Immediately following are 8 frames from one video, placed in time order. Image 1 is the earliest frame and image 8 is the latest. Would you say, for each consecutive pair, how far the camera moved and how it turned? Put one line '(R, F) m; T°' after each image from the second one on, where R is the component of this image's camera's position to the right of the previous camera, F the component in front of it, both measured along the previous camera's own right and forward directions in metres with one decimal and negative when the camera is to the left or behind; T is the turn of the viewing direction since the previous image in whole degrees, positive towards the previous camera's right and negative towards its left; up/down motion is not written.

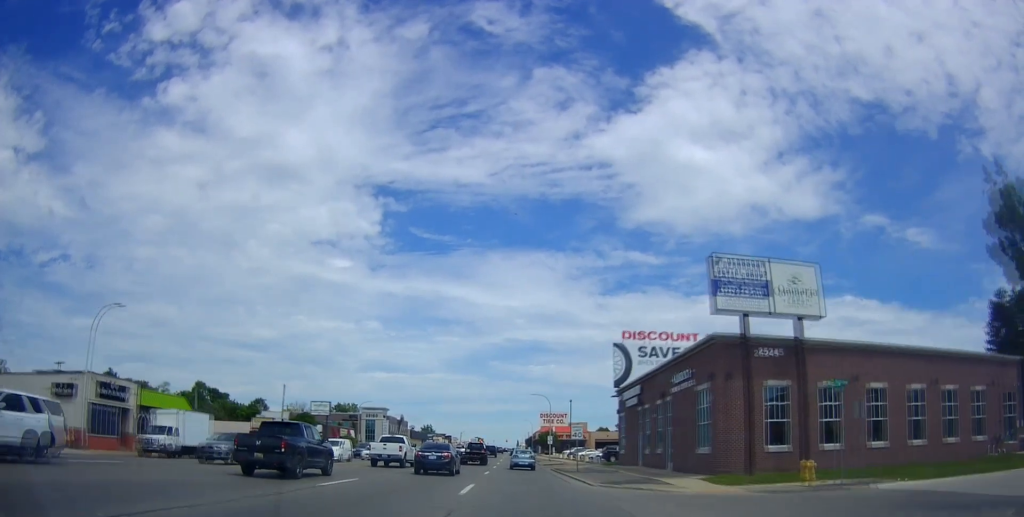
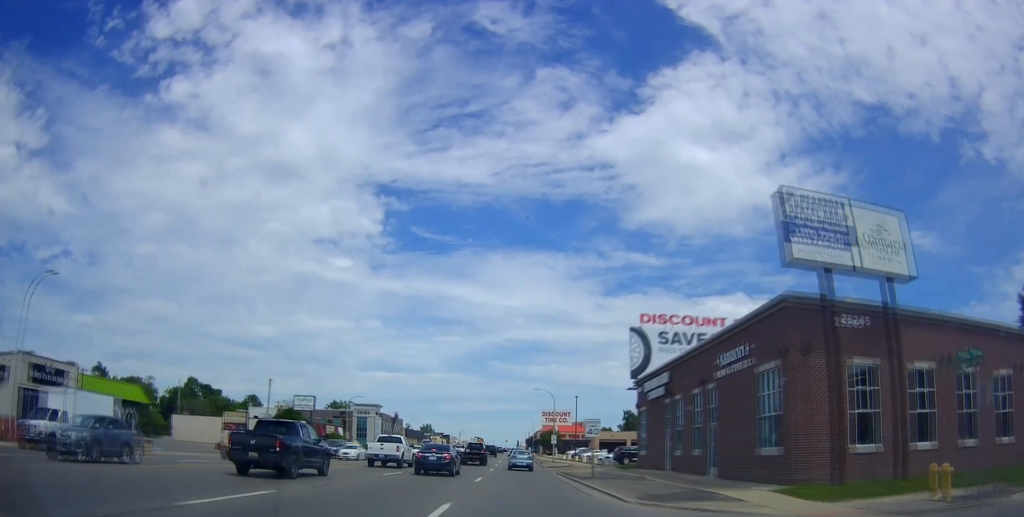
(0.0, +7.4) m; 0°
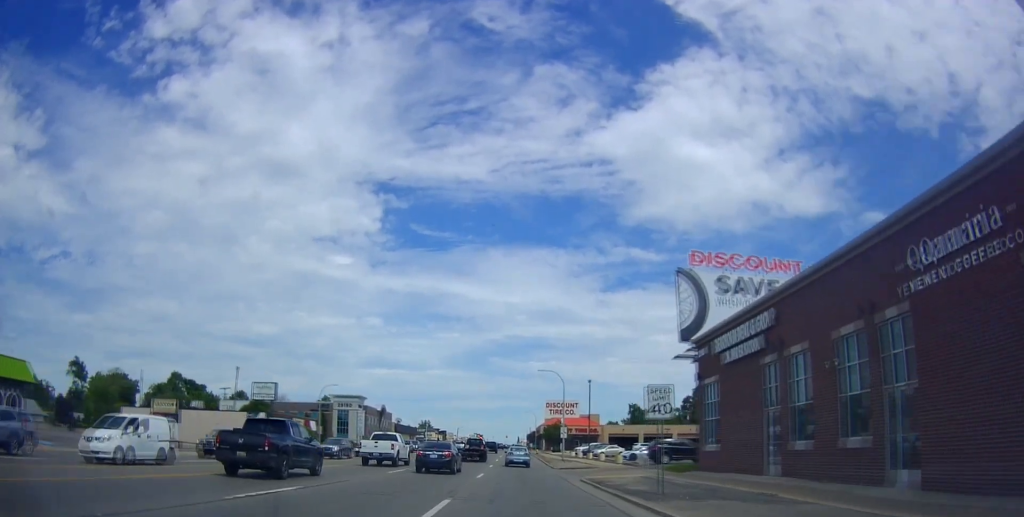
(0.0, +13.8) m; 0°
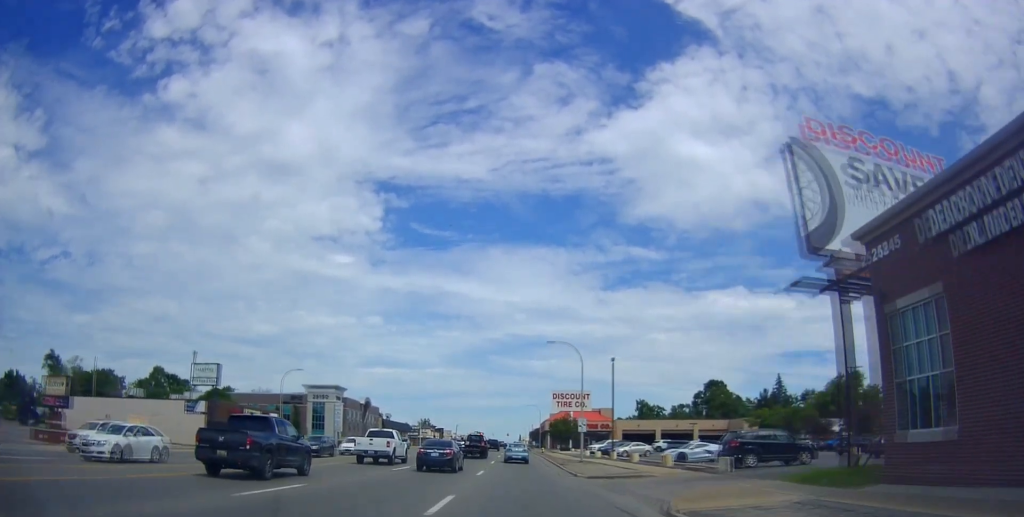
(0.0, +14.4) m; 0°
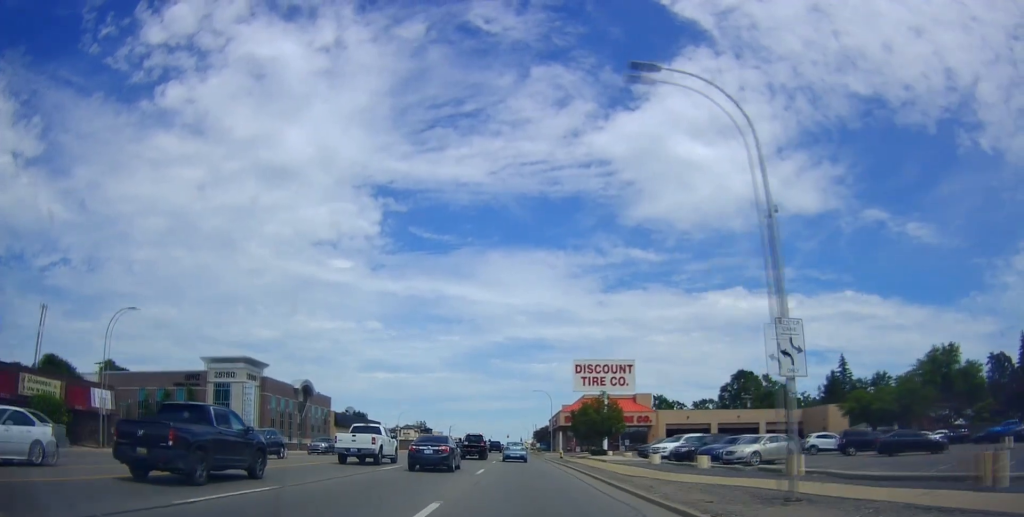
(0.0, +32.9) m; 0°
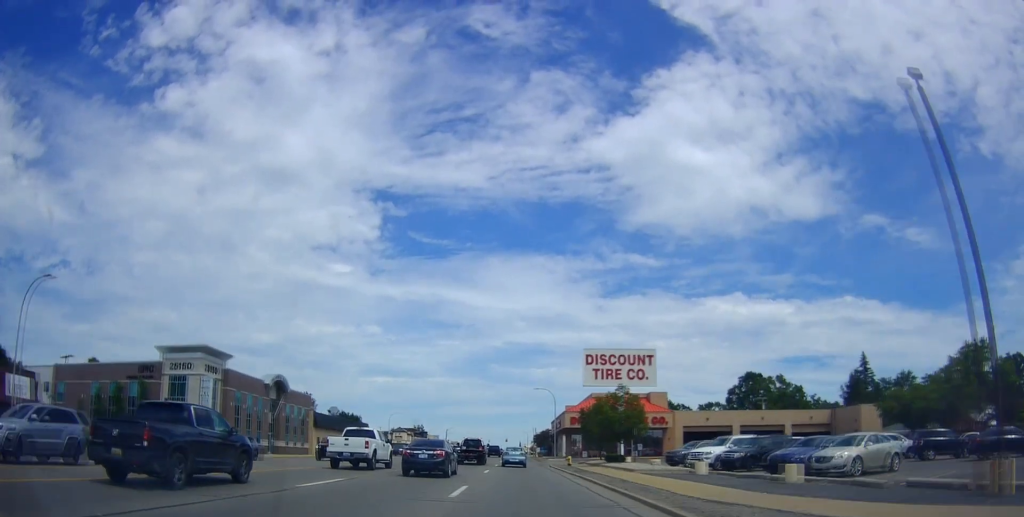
(0.0, +9.4) m; 0°
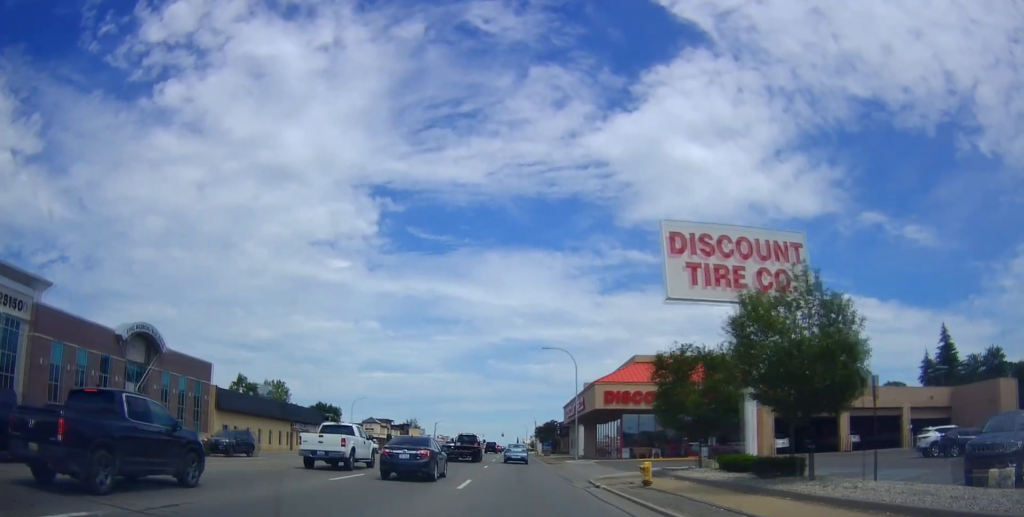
(0.0, +28.2) m; 0°
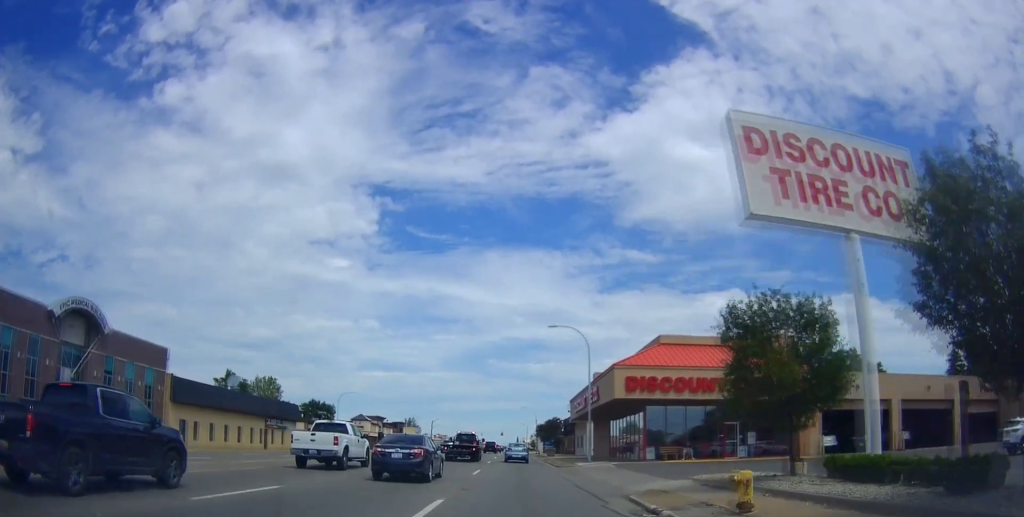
(0.0, +8.3) m; 0°
